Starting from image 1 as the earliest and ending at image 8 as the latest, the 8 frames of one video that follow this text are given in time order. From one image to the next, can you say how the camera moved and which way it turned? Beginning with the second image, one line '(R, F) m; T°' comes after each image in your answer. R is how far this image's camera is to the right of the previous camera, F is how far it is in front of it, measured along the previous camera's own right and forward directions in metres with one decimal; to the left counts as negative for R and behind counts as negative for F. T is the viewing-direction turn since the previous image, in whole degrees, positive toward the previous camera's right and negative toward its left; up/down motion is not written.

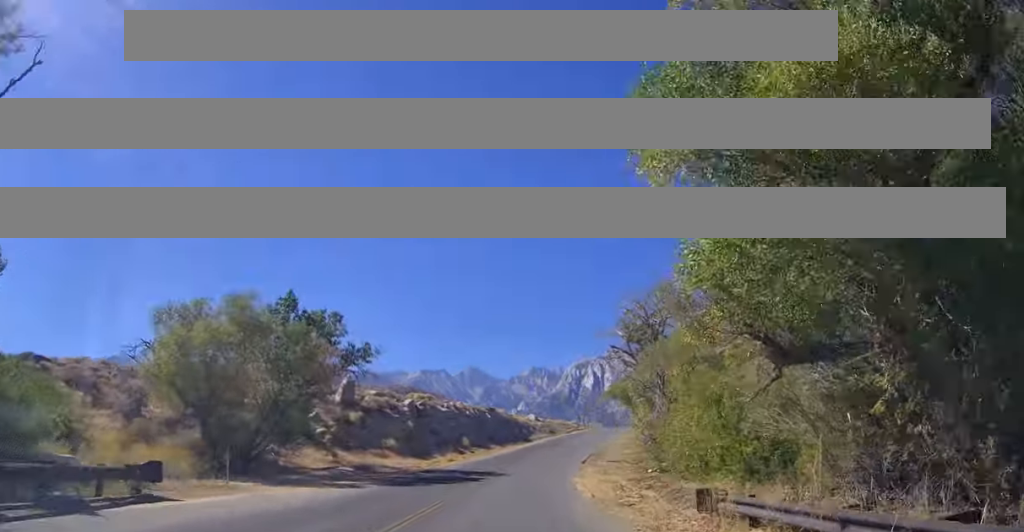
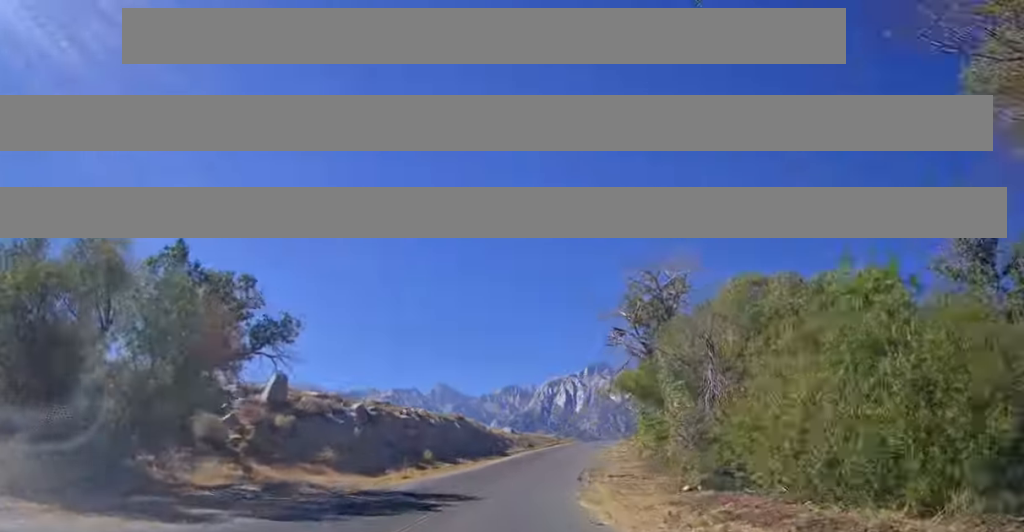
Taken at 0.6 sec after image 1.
(-0.4, +10.8) m; +1°
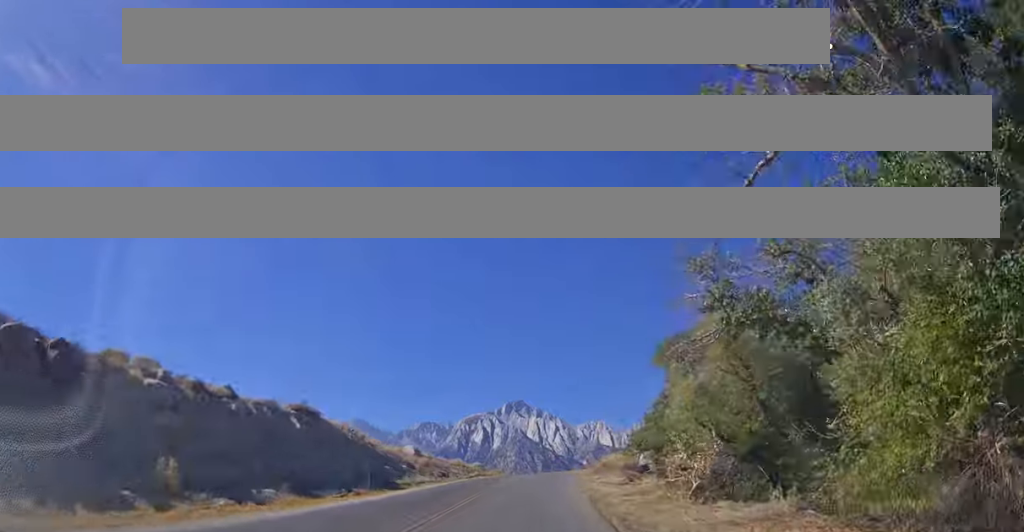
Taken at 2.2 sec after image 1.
(+2.8, +29.9) m; +9°
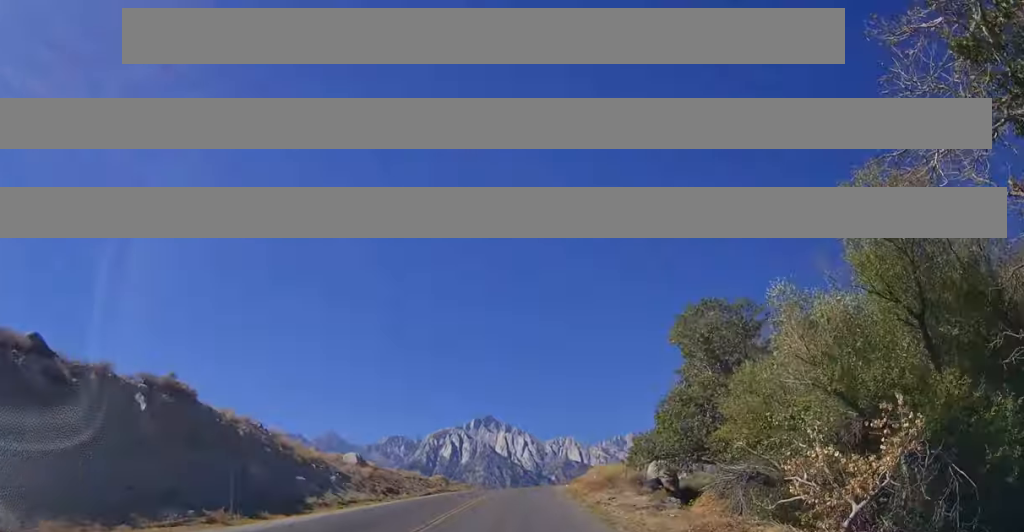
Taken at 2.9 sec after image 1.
(+0.3, +11.6) m; +2°
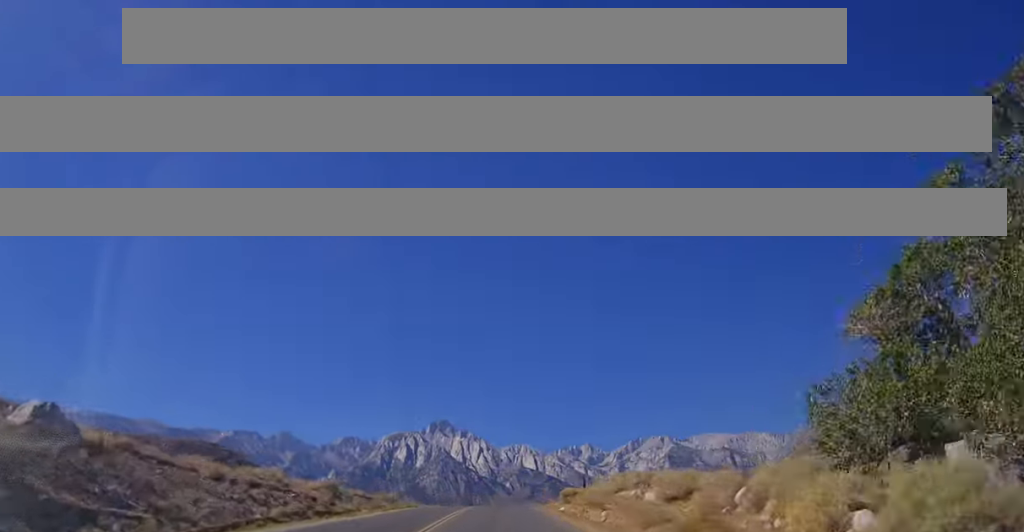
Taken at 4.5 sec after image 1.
(+0.6, +29.2) m; +4°
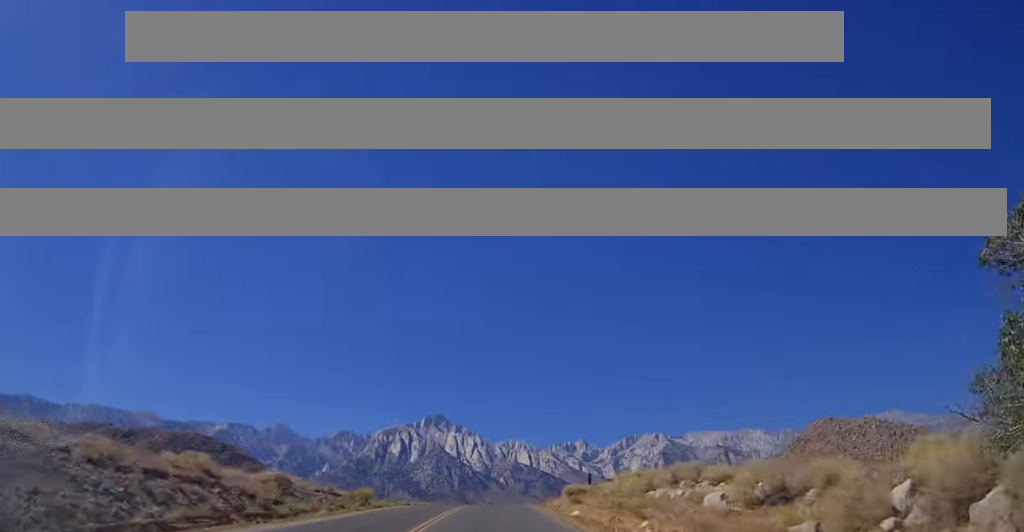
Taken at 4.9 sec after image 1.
(+0.3, +7.0) m; +2°
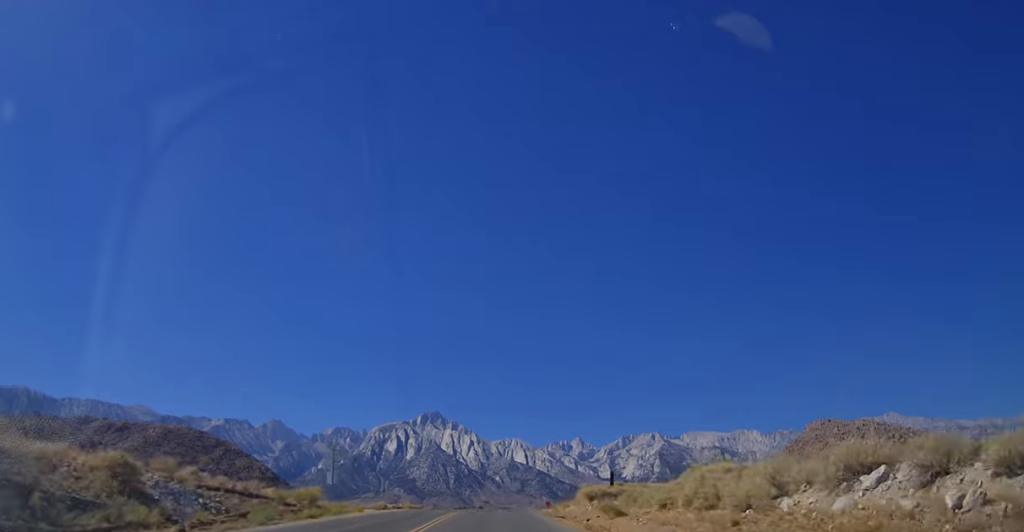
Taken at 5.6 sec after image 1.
(+0.3, +11.7) m; +3°
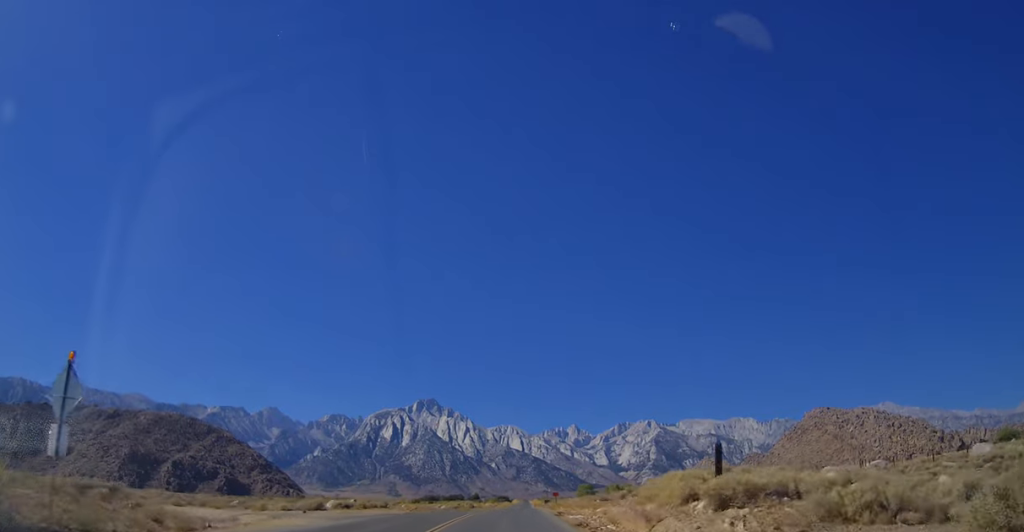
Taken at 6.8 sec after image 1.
(+0.4, +20.9) m; -1°
